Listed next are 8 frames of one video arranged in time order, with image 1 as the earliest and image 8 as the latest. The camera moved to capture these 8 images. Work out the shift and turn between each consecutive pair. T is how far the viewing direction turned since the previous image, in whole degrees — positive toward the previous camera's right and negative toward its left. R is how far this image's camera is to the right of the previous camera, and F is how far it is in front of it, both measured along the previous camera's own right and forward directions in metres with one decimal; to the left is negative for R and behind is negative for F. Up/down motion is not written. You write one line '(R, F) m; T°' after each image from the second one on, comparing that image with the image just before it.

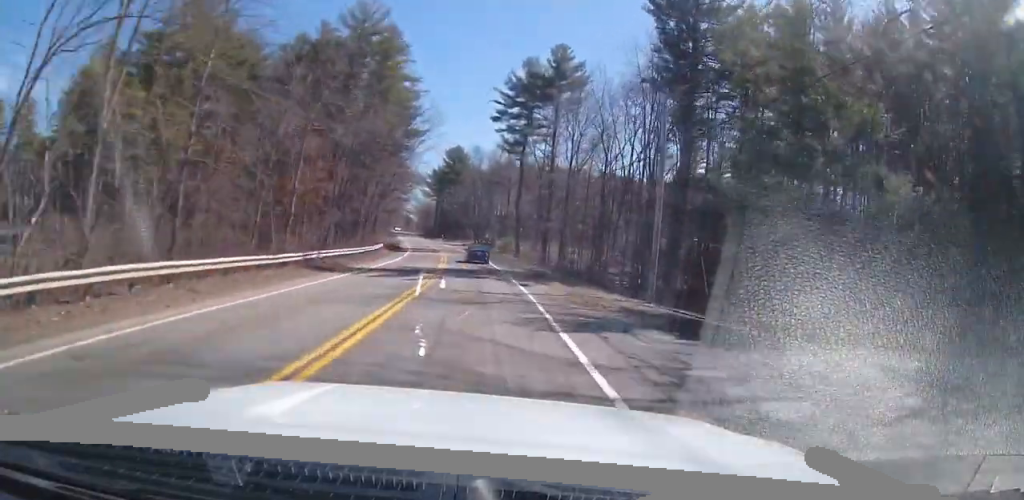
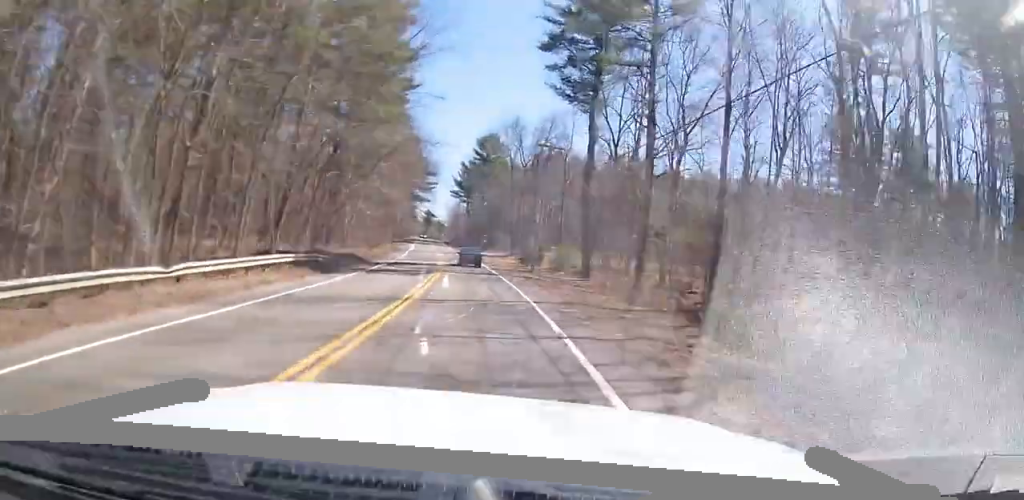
(-0.9, +35.9) m; -5°
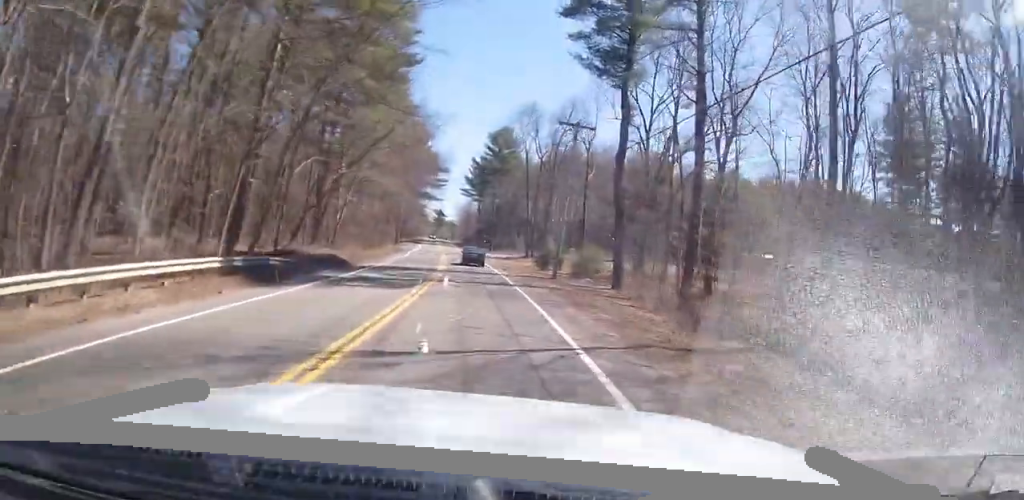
(-0.1, +8.4) m; -2°
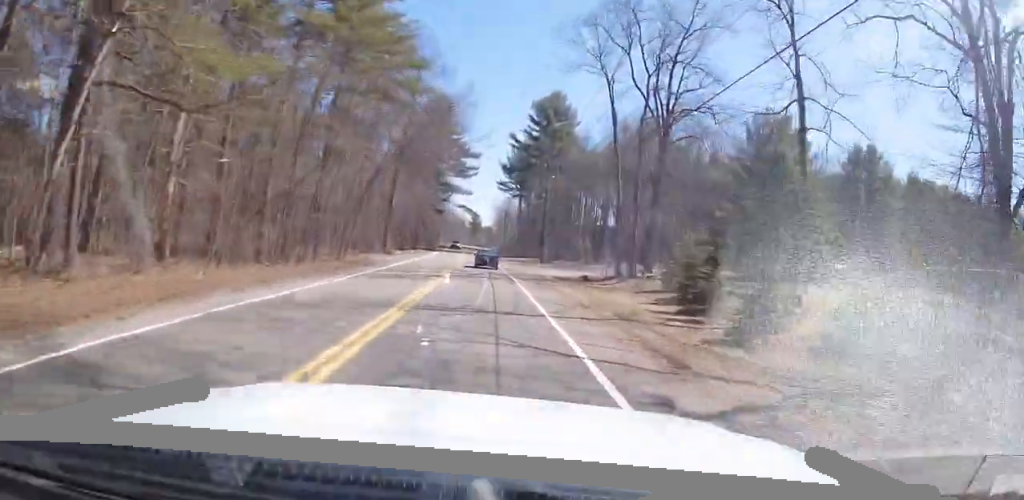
(-1.4, +37.9) m; -3°
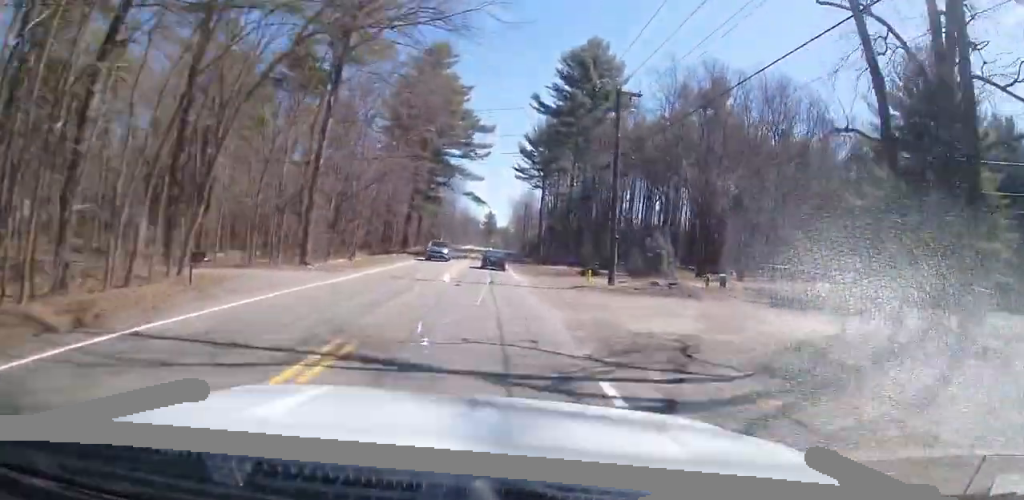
(-0.7, +27.5) m; -3°
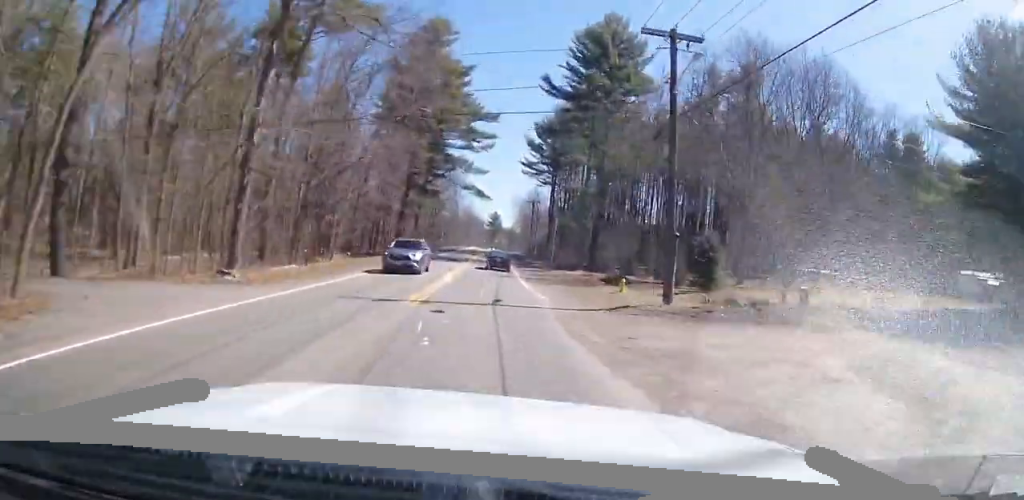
(-0.1, +8.7) m; -1°
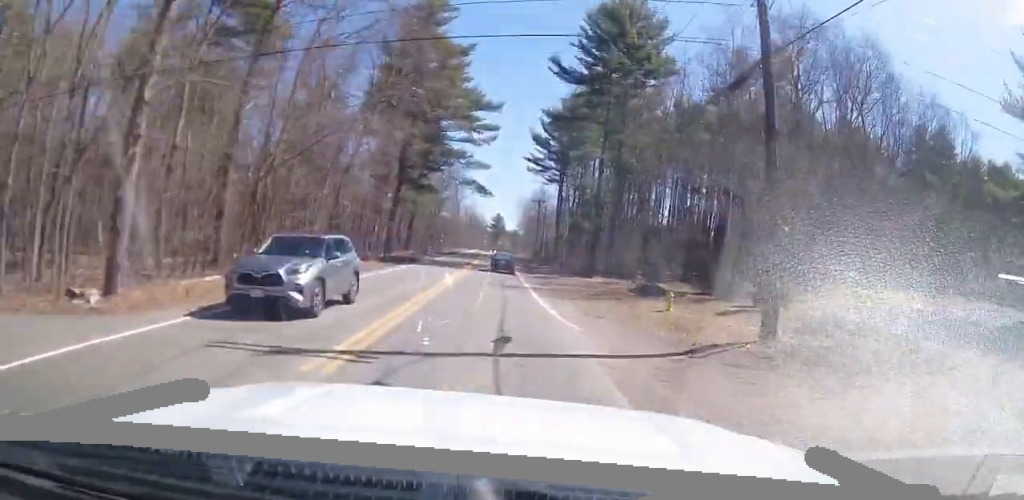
(-0.1, +7.4) m; -1°
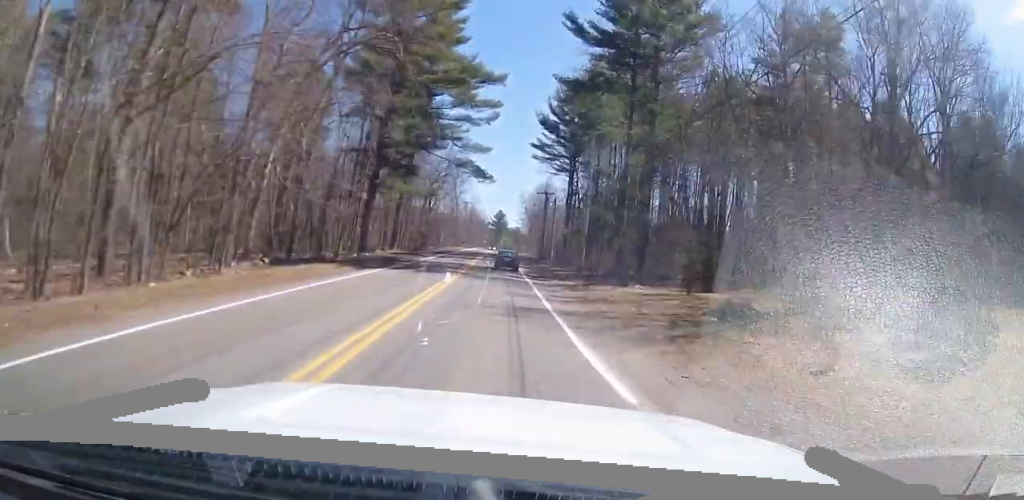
(-0.2, +11.1) m; -1°
